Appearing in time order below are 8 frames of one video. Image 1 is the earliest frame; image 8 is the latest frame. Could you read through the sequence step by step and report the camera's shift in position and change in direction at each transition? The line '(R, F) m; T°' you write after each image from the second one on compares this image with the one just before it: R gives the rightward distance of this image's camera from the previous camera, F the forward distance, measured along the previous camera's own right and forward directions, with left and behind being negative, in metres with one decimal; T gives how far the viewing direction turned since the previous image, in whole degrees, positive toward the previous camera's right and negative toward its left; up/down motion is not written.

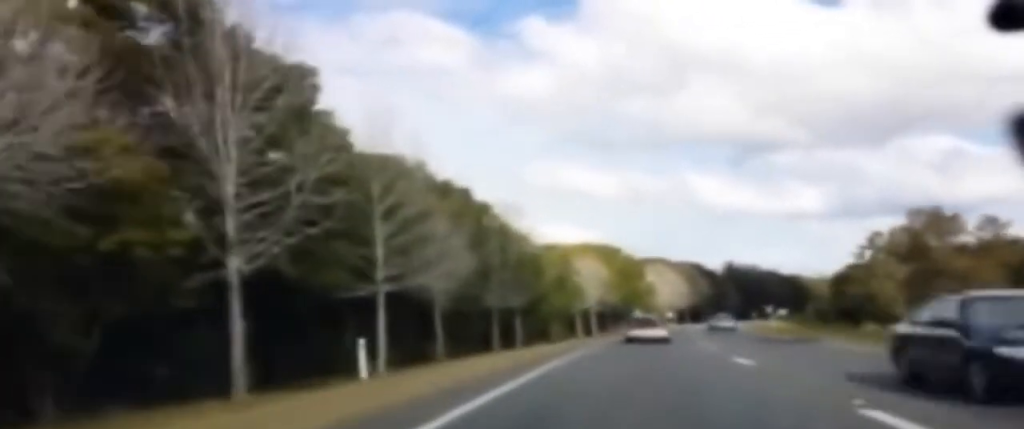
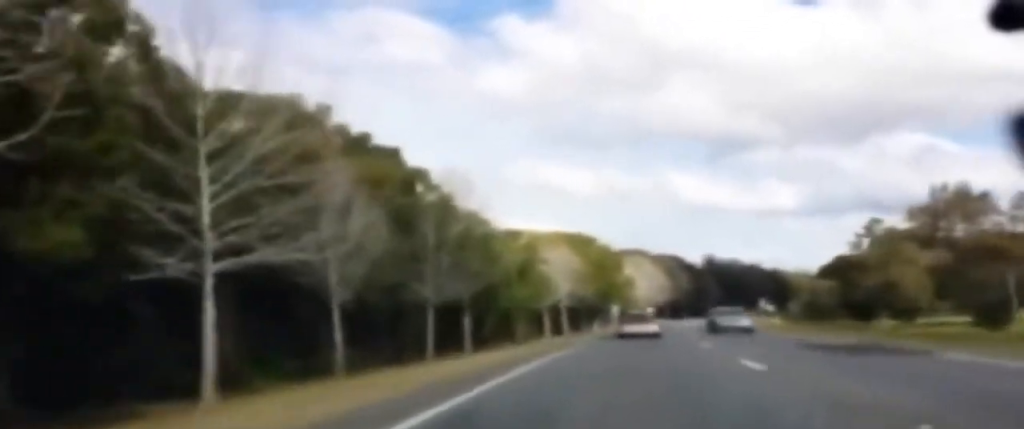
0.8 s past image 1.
(+0.2, +14.6) m; +1°
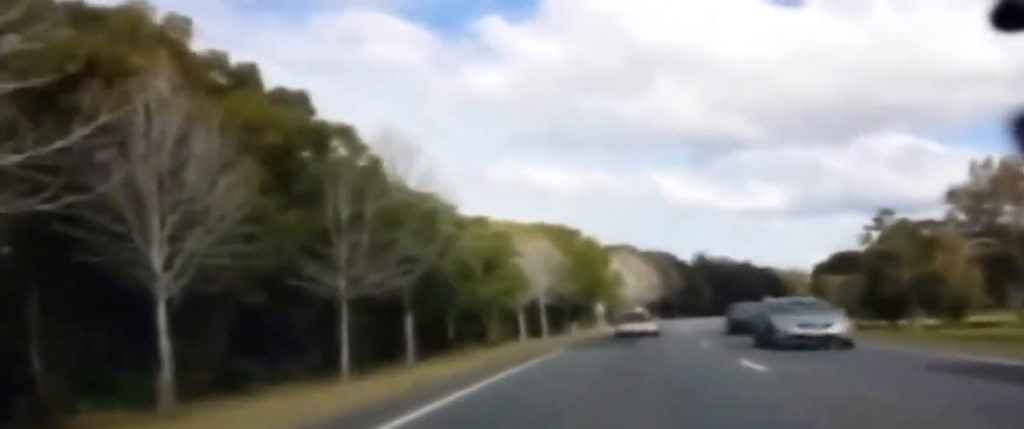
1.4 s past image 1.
(0.0, +13.0) m; +1°
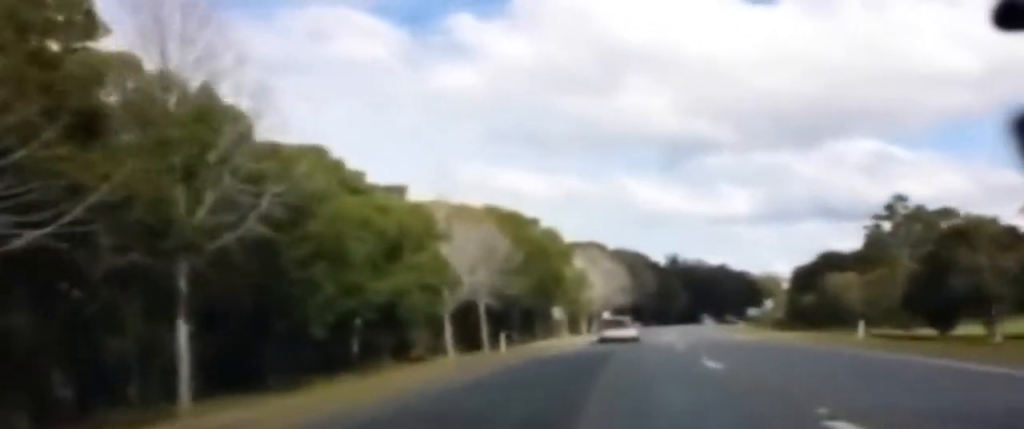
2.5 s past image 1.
(+0.4, +21.0) m; +1°
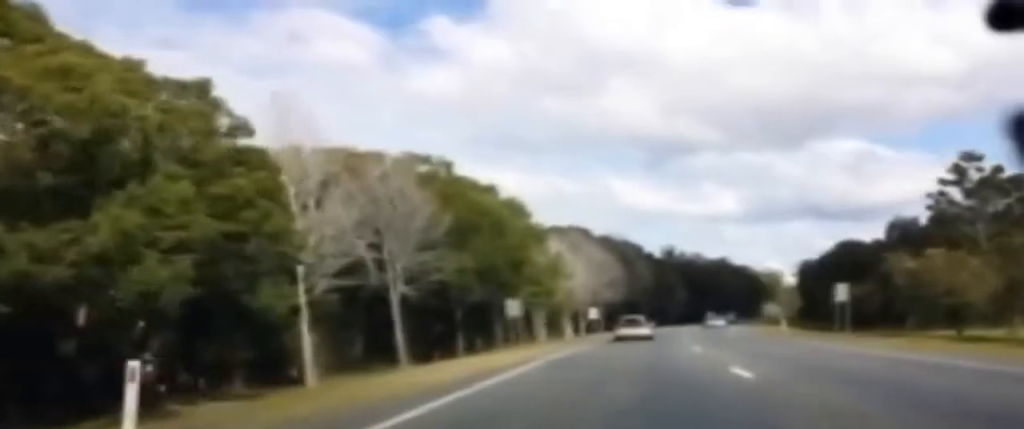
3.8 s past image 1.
(+0.1, +26.3) m; +1°
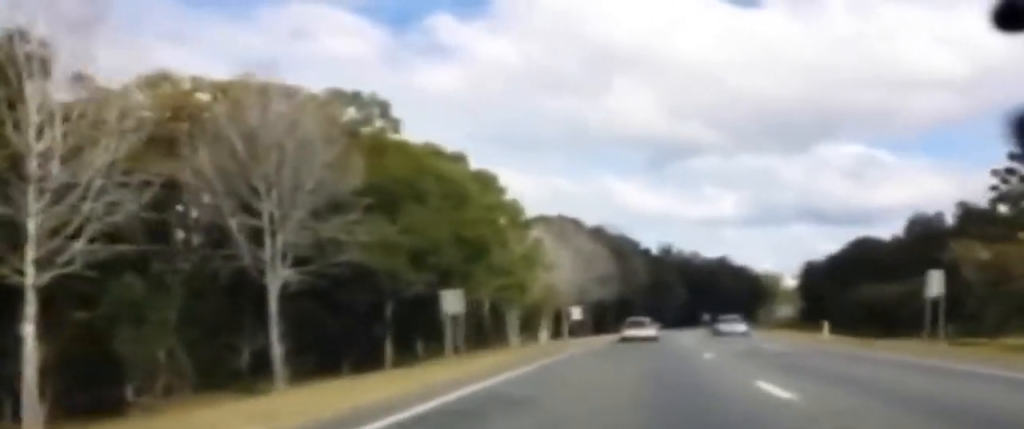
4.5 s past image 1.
(+0.1, +15.3) m; +2°
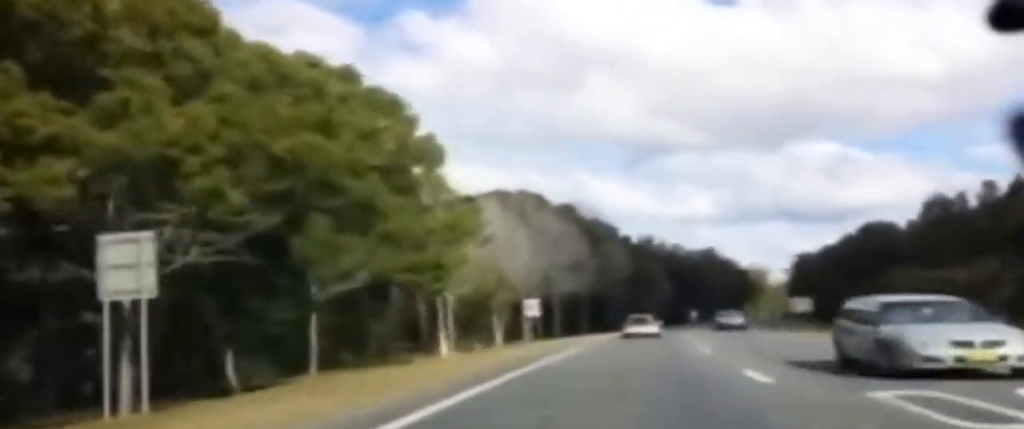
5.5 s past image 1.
(+0.7, +21.4) m; +2°
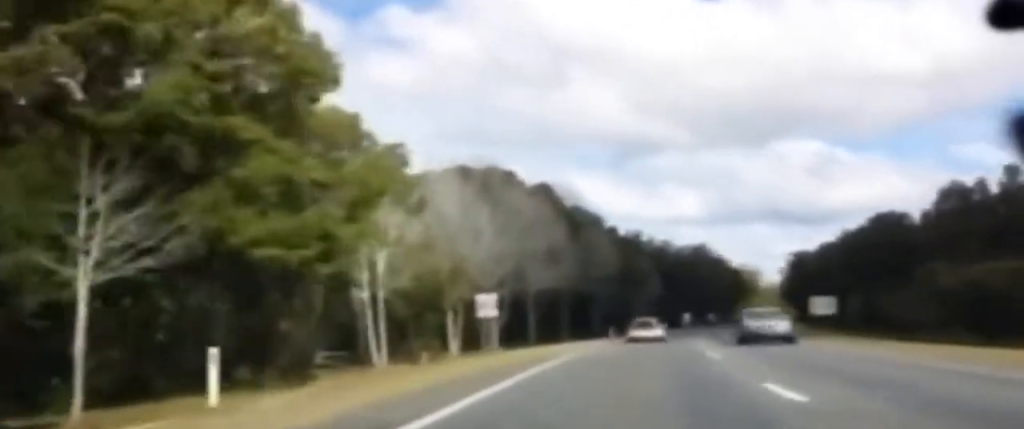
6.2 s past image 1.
(+0.1, +13.9) m; 0°
